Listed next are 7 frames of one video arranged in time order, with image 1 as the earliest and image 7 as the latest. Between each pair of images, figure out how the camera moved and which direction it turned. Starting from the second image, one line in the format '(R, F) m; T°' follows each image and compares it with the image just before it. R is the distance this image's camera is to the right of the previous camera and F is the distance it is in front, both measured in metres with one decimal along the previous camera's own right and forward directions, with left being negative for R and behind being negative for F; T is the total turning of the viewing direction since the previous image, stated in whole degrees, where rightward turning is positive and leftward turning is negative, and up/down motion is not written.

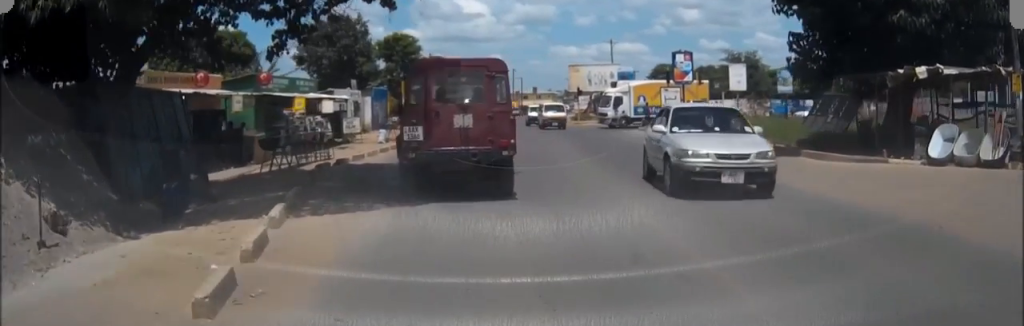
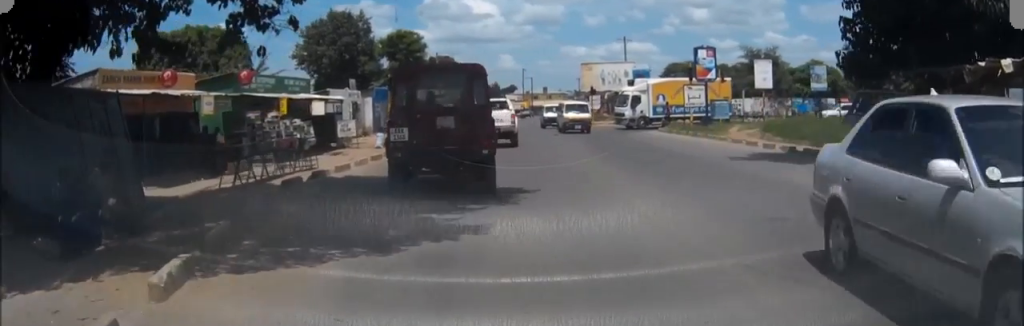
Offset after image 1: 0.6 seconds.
(-0.1, +3.5) m; 0°
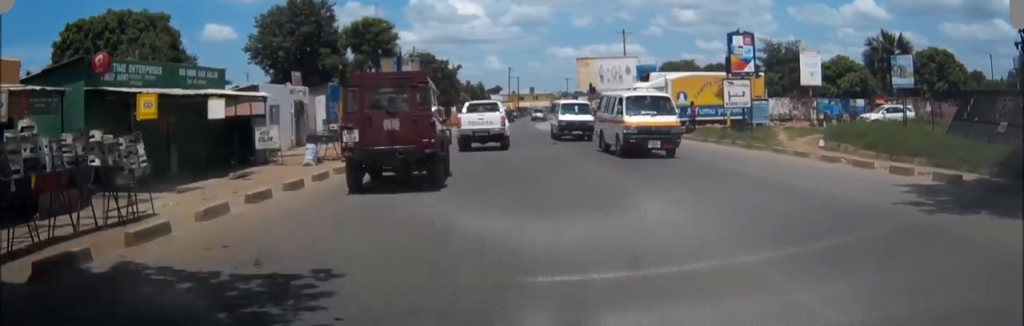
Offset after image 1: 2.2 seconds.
(+0.1, +10.1) m; +1°
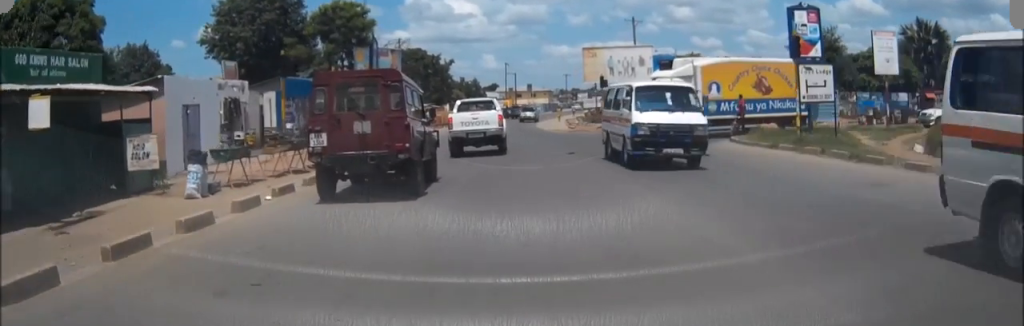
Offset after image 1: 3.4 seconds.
(0.0, +8.7) m; 0°
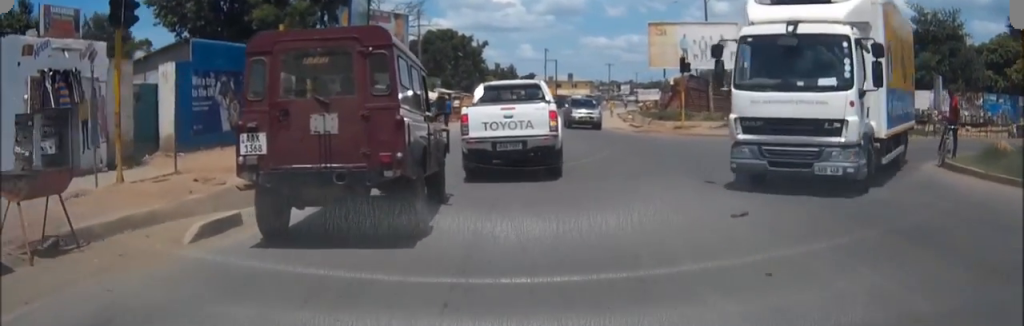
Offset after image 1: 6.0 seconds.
(-0.3, +13.9) m; -5°
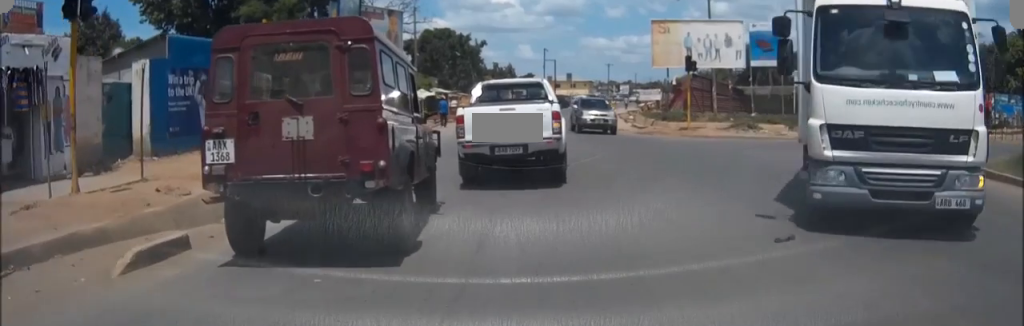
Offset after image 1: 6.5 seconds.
(-0.2, +1.2) m; +3°
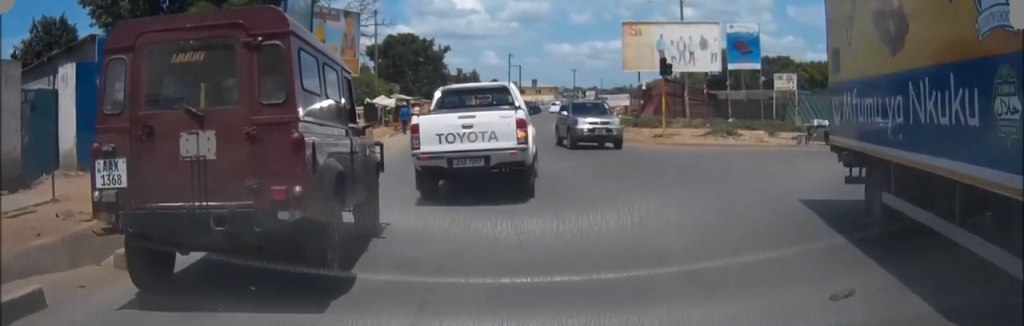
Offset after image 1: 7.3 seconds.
(+0.2, +2.2) m; +6°
